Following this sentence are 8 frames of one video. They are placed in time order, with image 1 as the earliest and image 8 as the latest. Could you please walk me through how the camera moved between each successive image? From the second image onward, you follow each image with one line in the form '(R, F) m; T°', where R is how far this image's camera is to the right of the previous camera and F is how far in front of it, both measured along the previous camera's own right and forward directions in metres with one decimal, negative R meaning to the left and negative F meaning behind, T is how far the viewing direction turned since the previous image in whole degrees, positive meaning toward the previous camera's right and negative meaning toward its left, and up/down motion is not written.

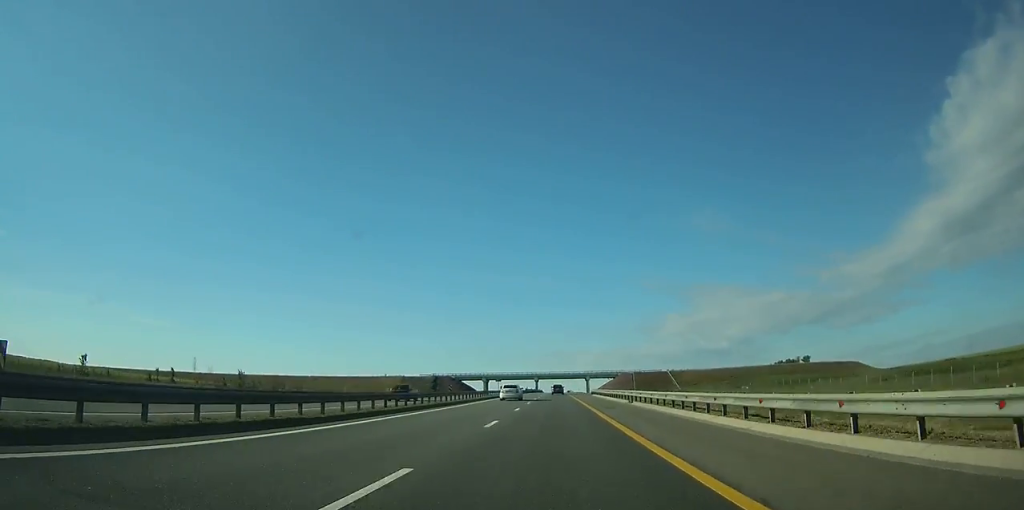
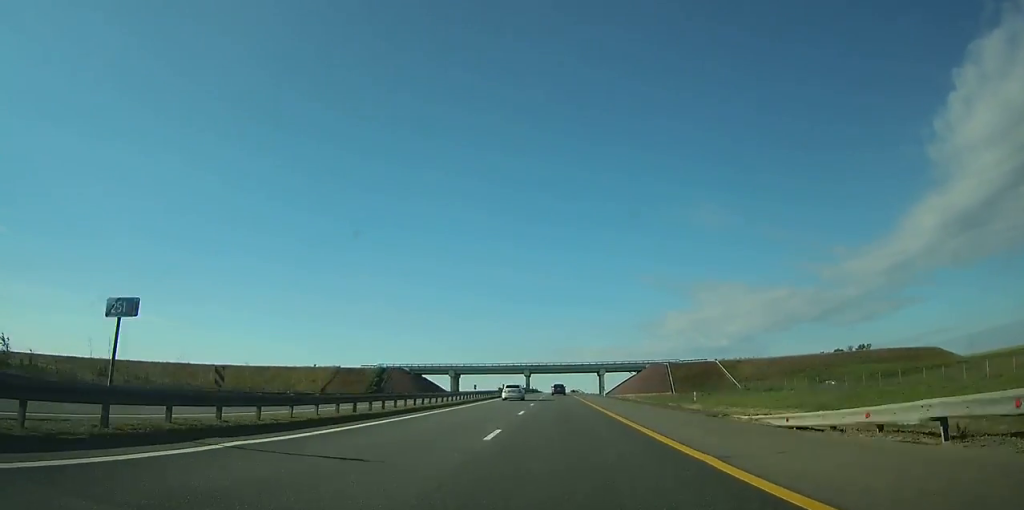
(-0.1, +73.6) m; 0°
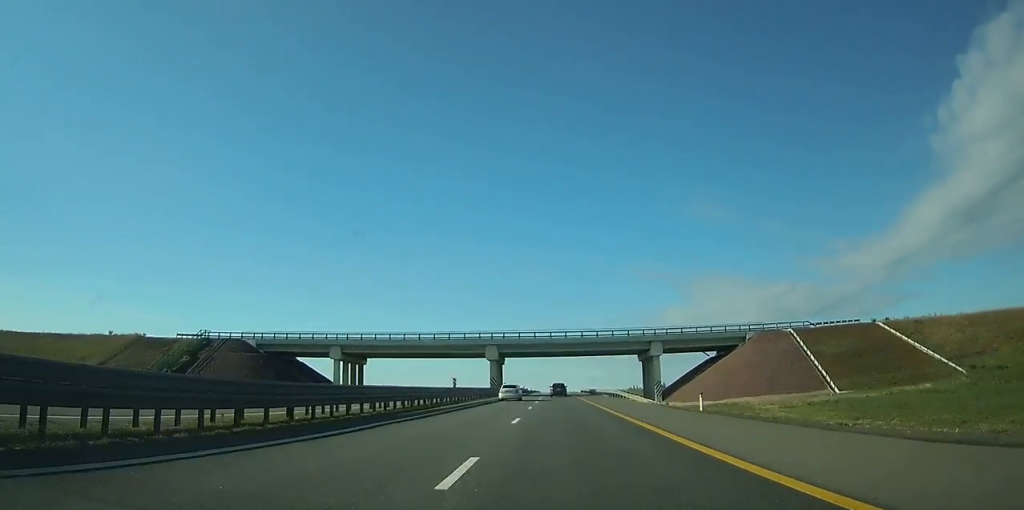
(+0.1, +84.5) m; 0°
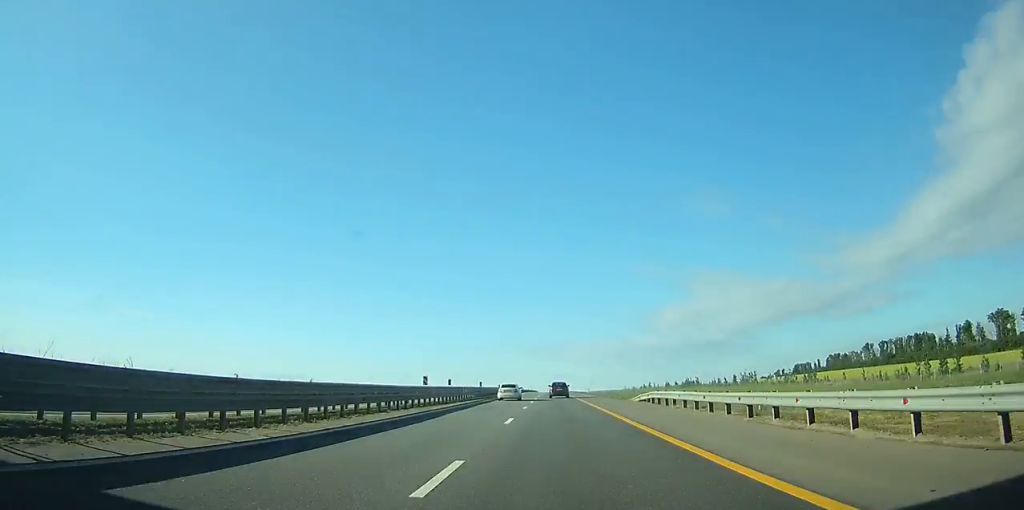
(+0.1, +77.9) m; 0°
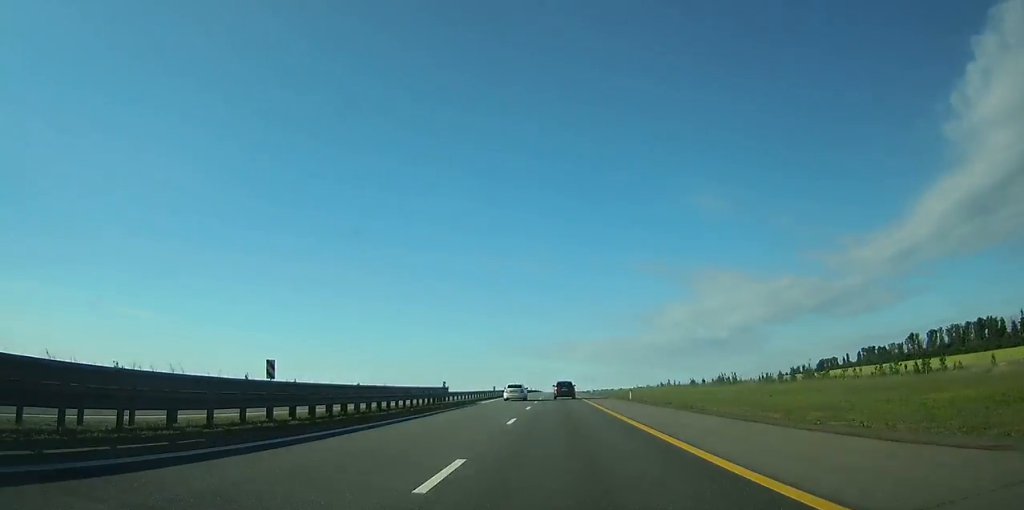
(-0.1, +45.1) m; 0°
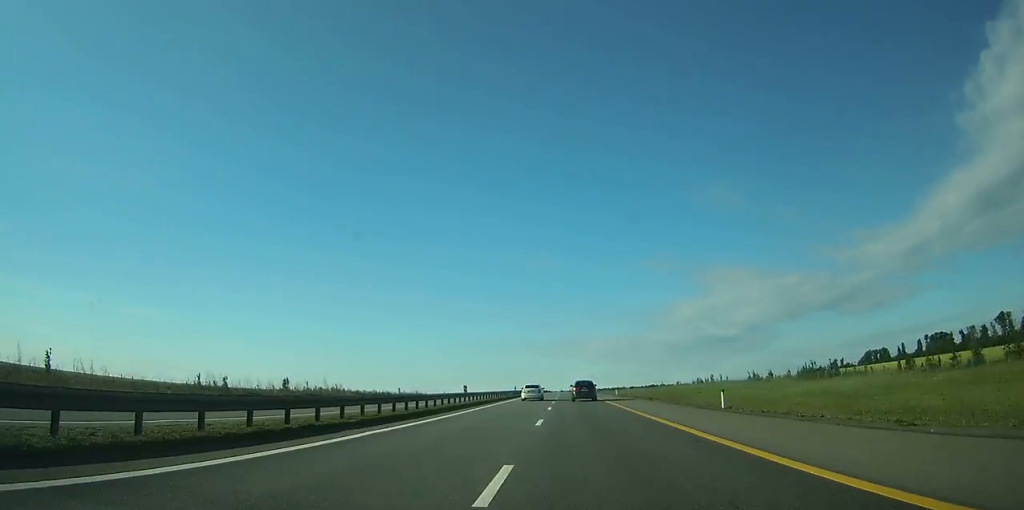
(-0.1, +68.0) m; 0°
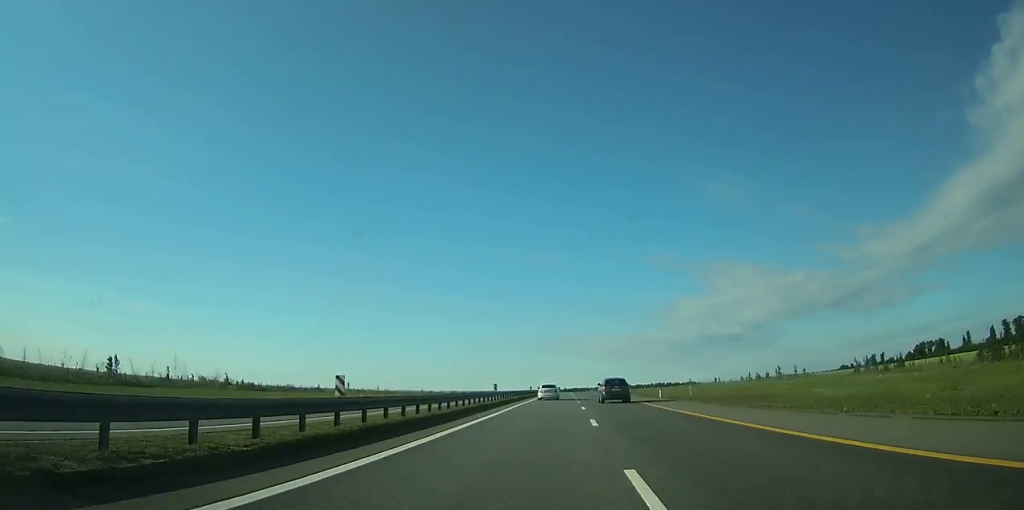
(-0.5, +72.0) m; 0°
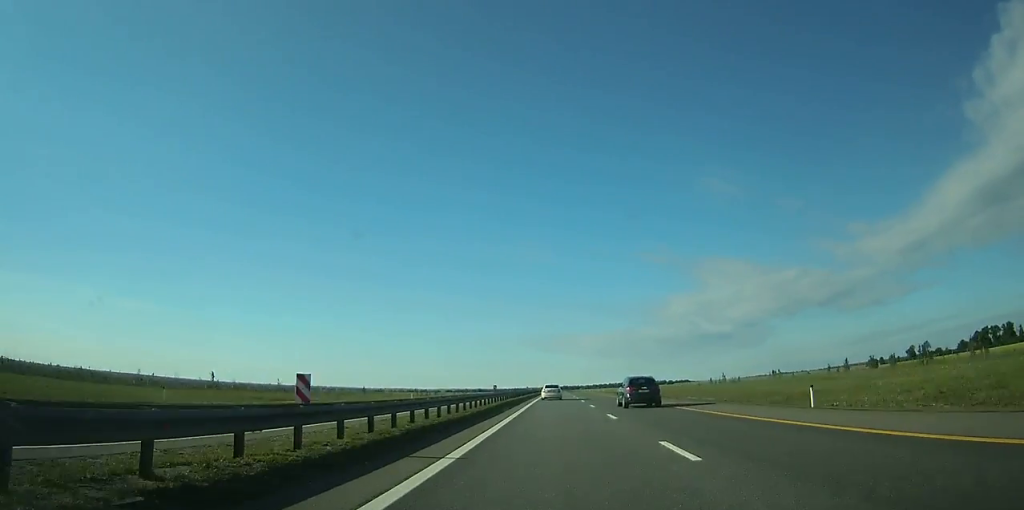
(+0.4, +84.4) m; 0°
